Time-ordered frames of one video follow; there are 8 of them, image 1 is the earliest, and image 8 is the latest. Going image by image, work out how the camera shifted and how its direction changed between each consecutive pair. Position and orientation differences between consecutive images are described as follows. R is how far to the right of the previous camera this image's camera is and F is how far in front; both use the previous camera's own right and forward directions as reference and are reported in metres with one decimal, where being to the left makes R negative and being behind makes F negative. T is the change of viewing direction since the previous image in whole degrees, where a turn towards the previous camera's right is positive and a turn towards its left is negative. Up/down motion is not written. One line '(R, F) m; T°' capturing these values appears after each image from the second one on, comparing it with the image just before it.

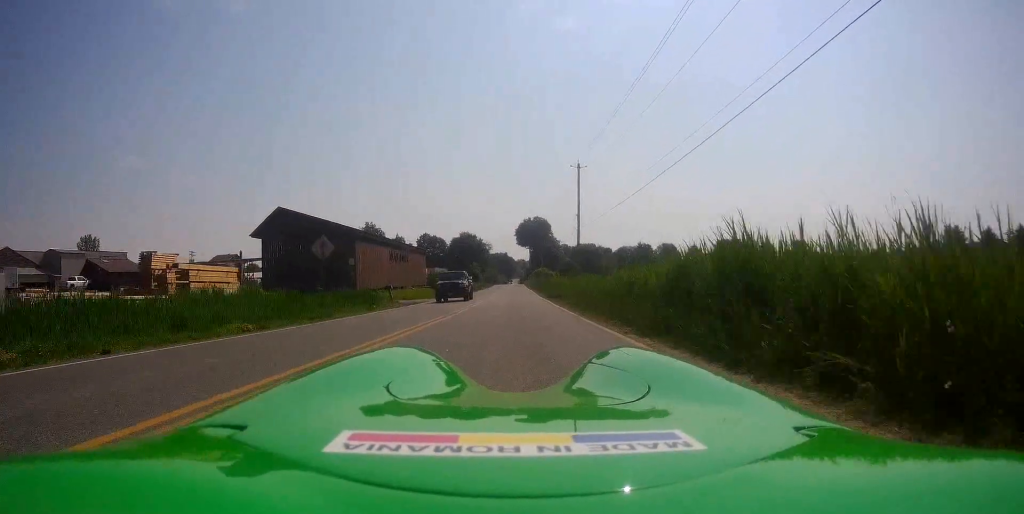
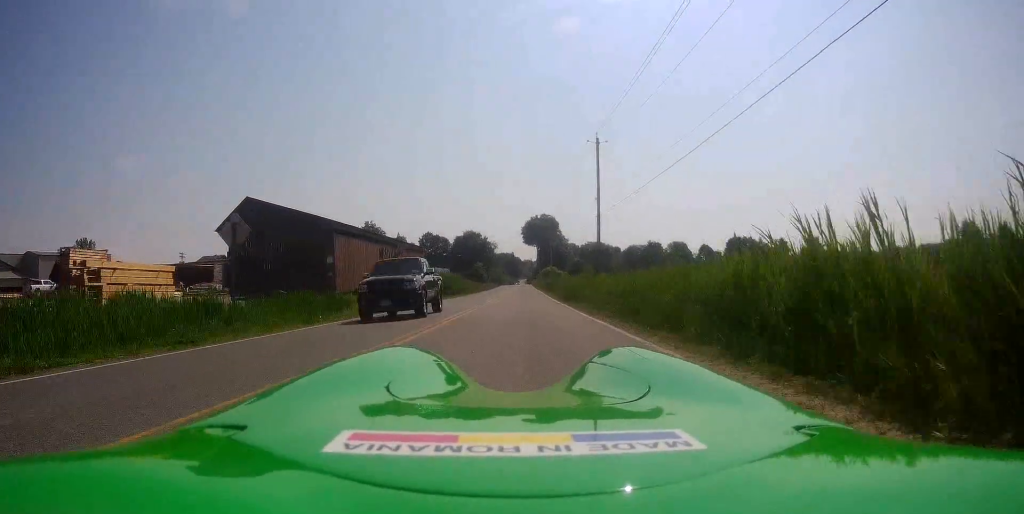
(-0.4, +8.1) m; -1°
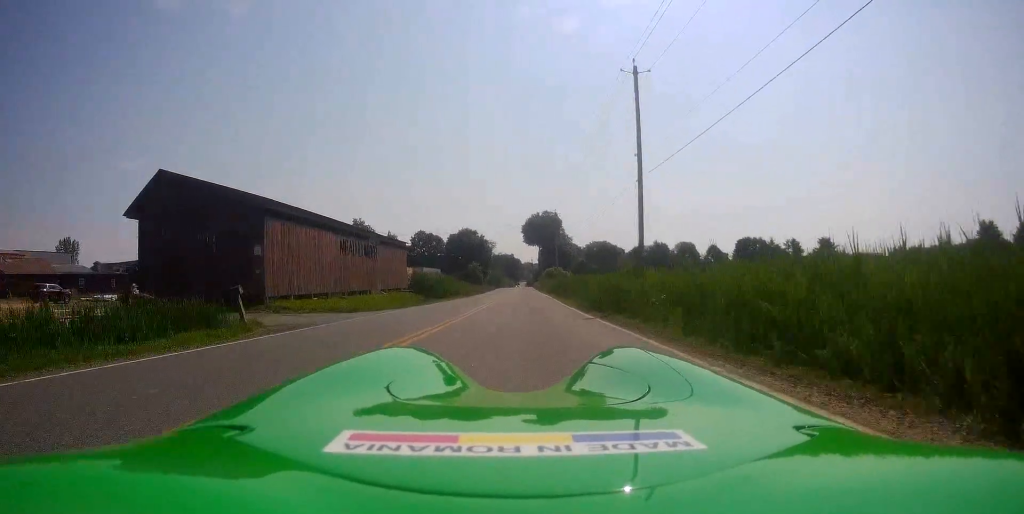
(+0.3, +12.9) m; +3°
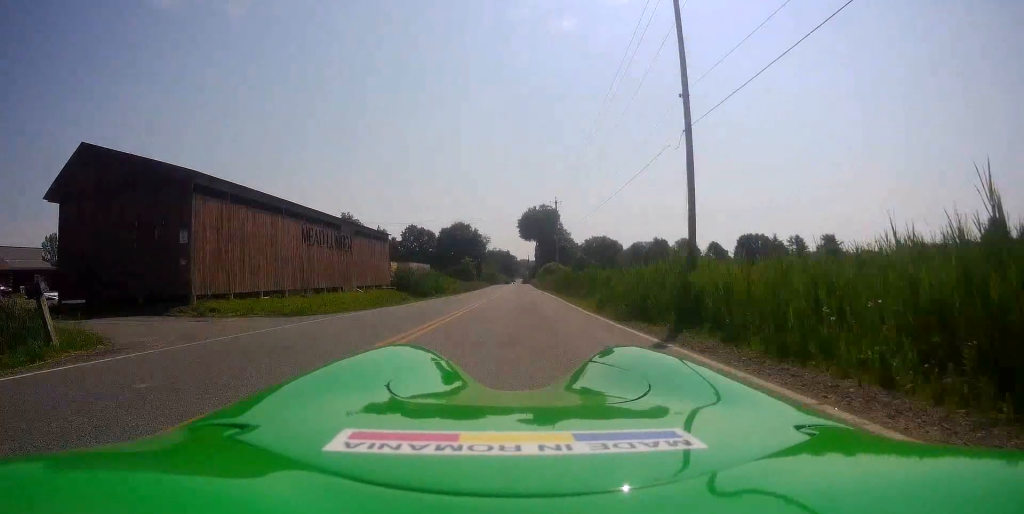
(+0.1, +7.5) m; 0°
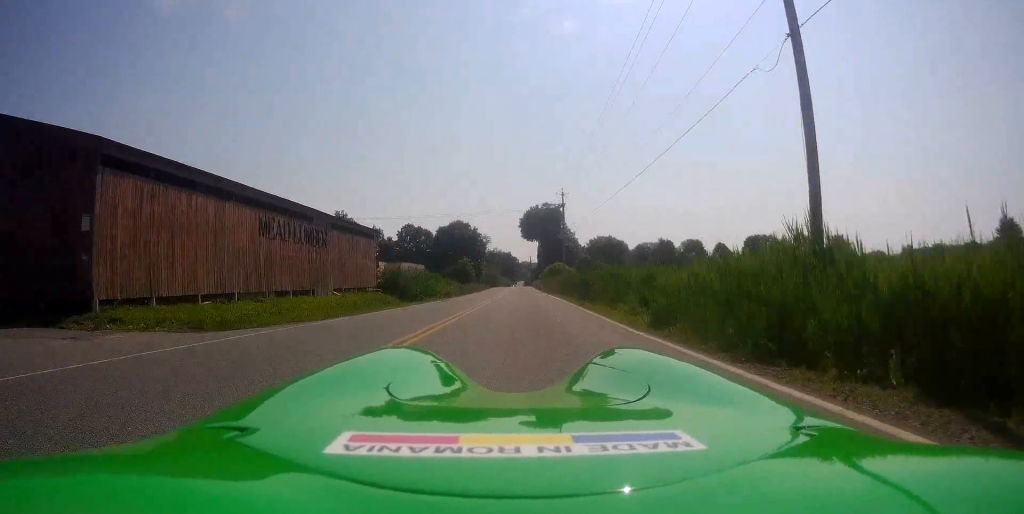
(+0.4, +7.5) m; -1°
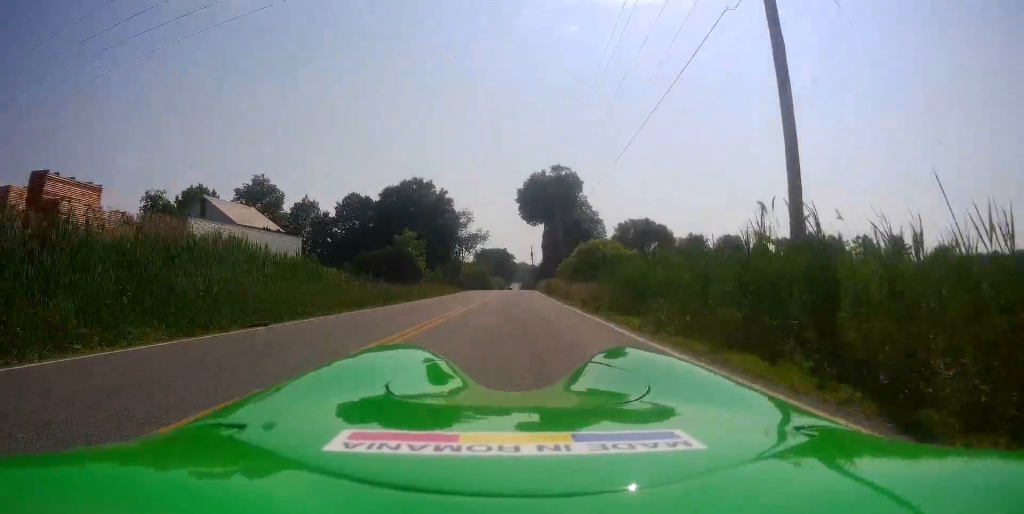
(-0.2, +48.6) m; 0°
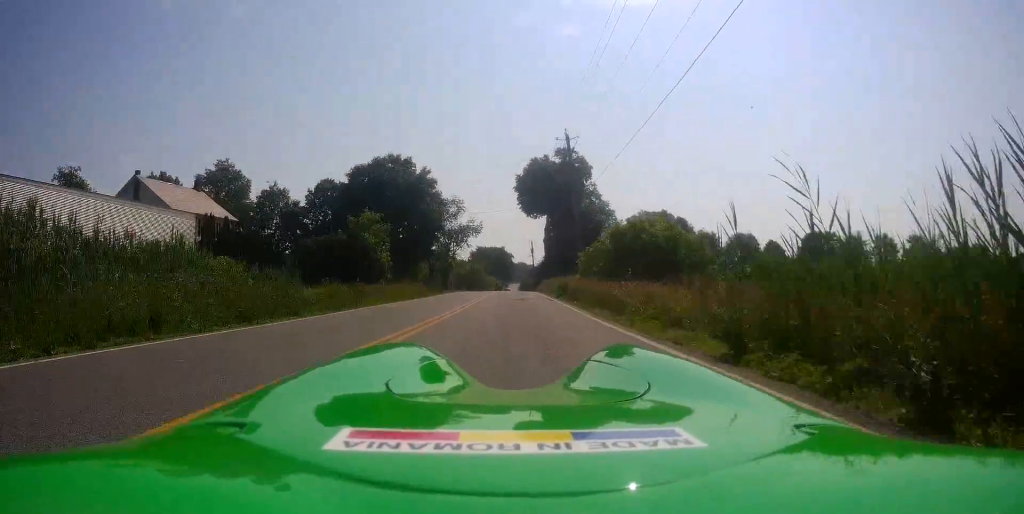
(-0.2, +13.6) m; -1°
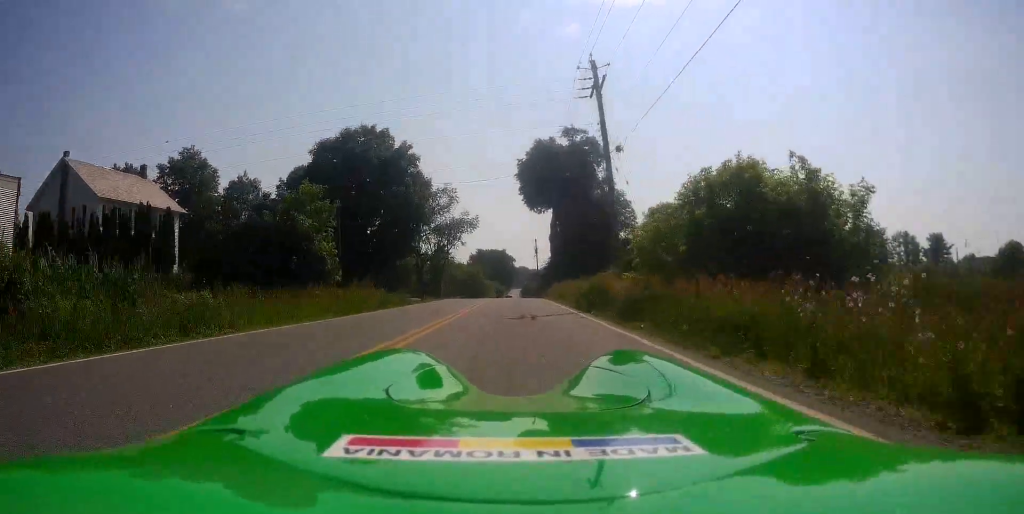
(0.0, +11.6) m; 0°
